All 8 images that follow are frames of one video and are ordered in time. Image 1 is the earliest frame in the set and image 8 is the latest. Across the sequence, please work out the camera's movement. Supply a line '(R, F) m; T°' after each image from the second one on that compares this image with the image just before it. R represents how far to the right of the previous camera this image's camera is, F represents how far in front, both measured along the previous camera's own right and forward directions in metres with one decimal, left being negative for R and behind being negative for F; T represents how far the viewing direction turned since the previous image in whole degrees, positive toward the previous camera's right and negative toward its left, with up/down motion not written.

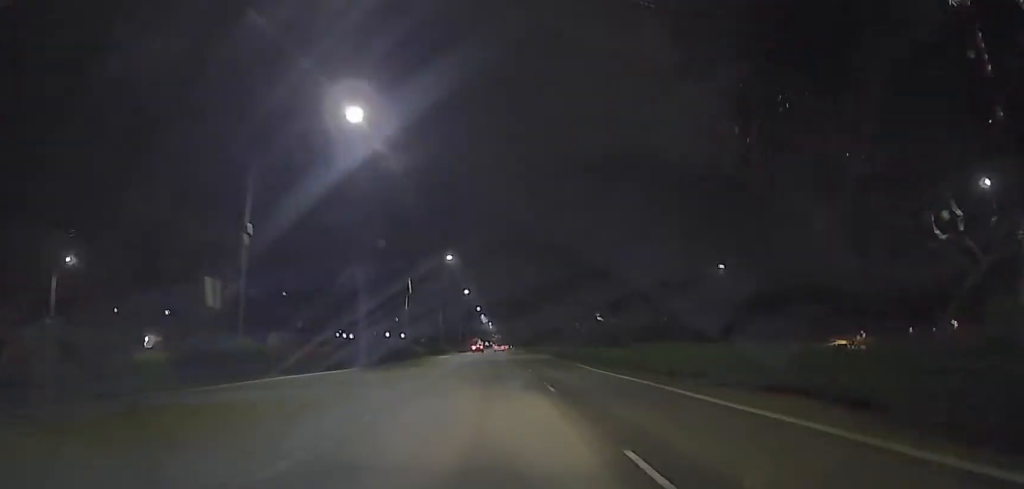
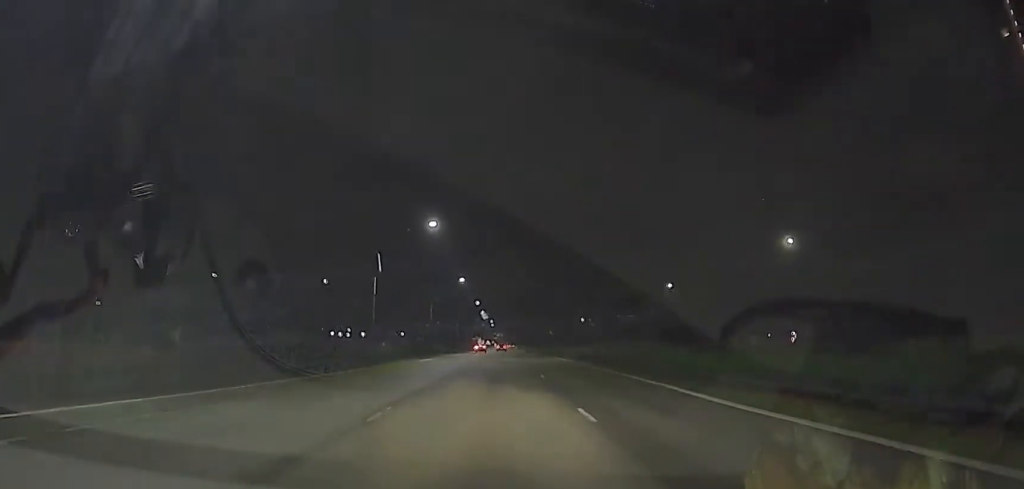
(-0.1, +19.2) m; 0°
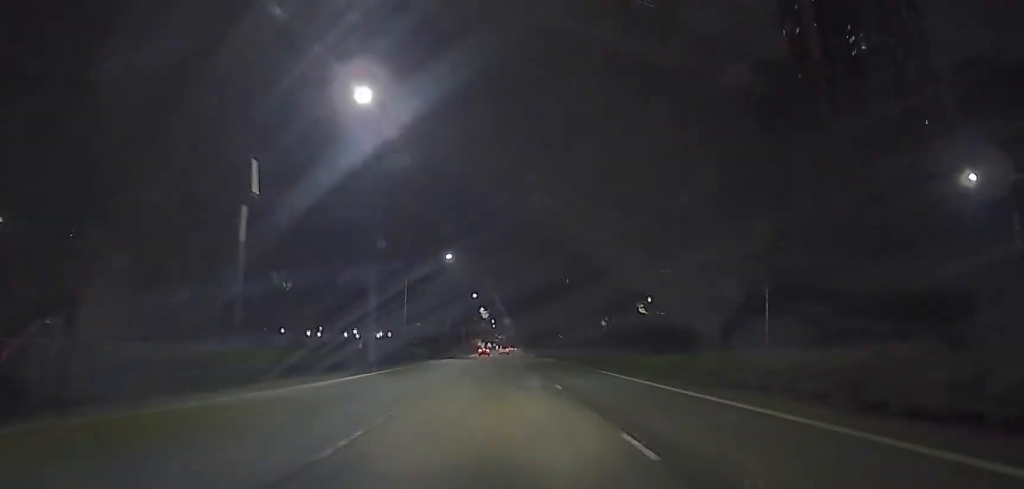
(+0.1, +27.1) m; 0°
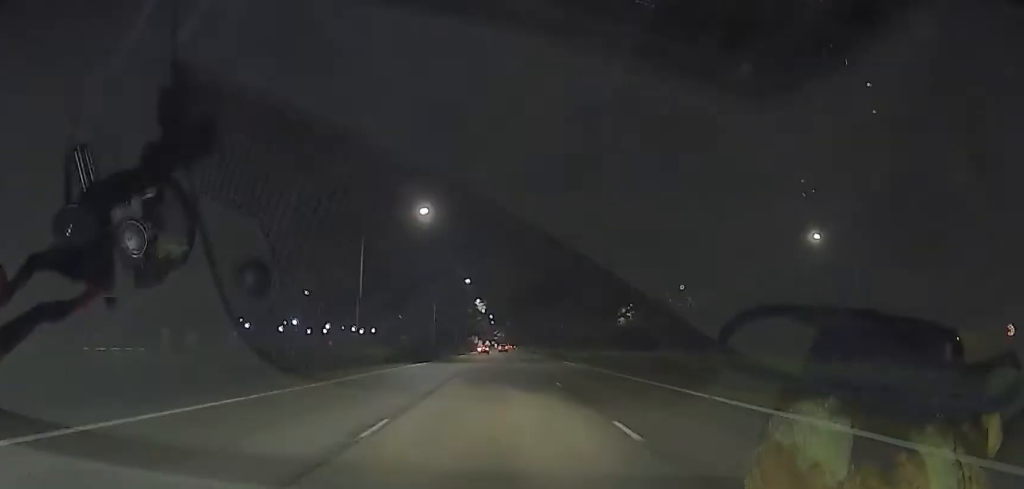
(-0.2, +21.6) m; -1°
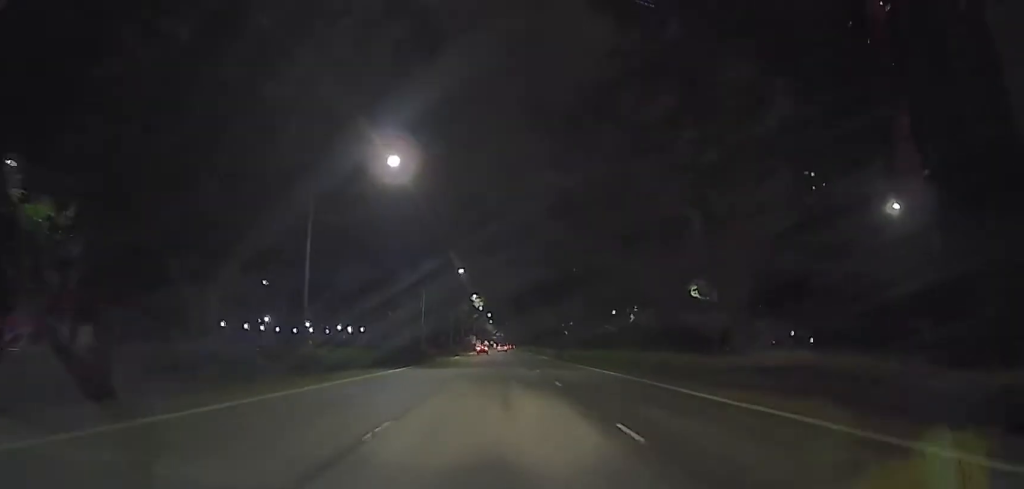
(0.0, +12.8) m; 0°
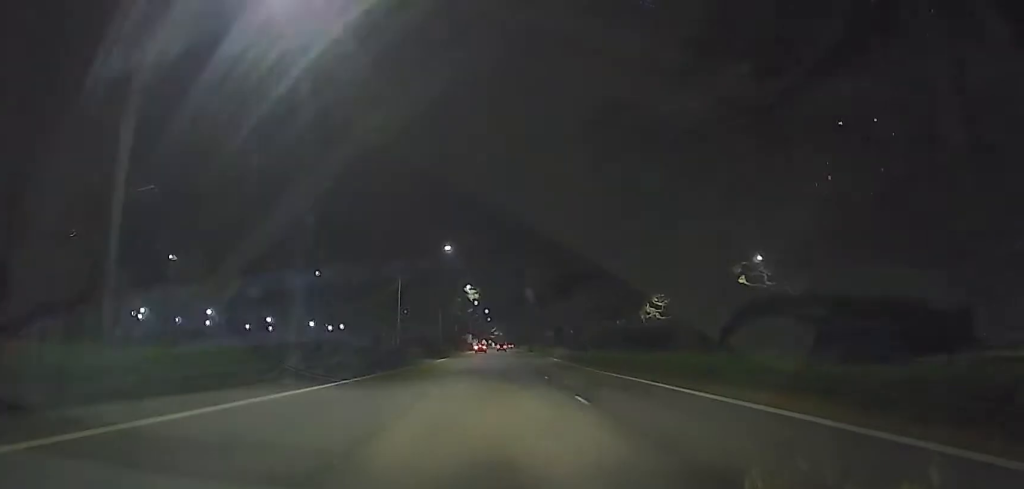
(0.0, +17.9) m; +1°
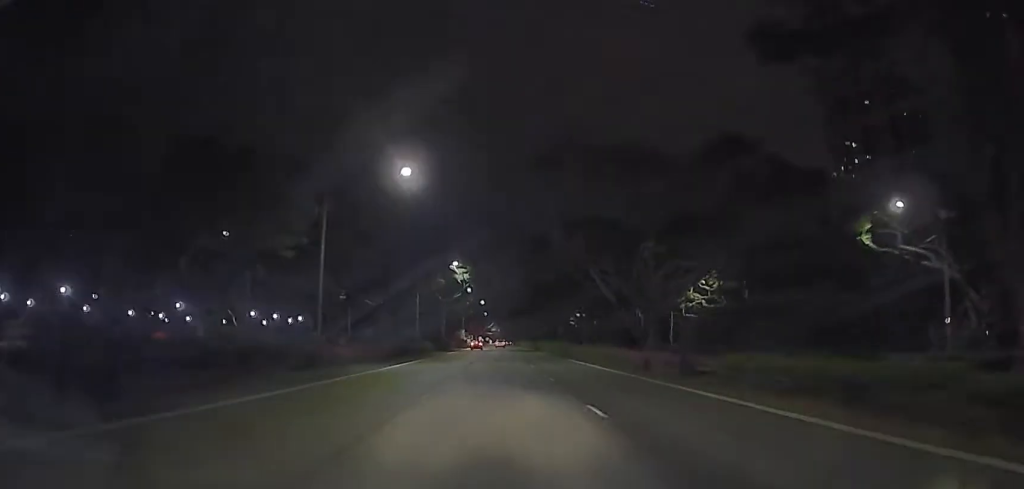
(+0.3, +26.3) m; 0°
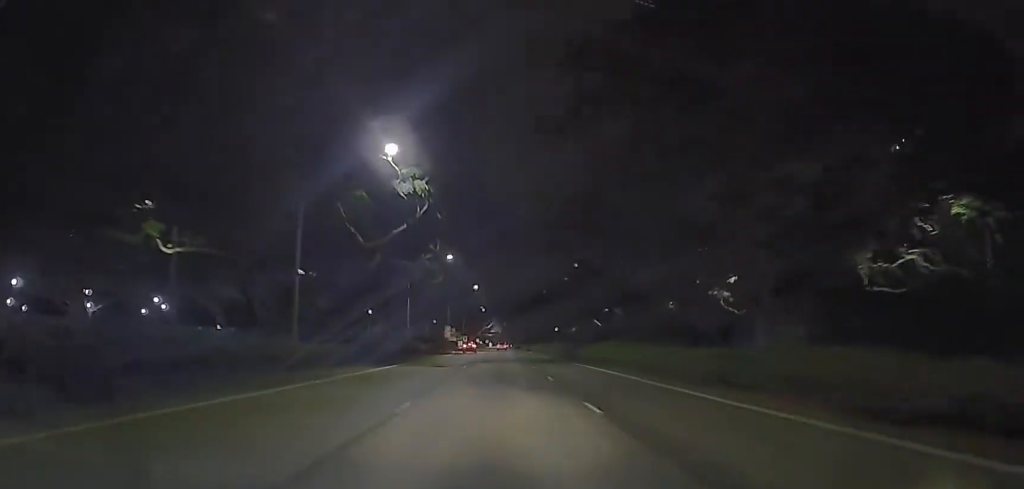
(0.0, +47.4) m; -3°
